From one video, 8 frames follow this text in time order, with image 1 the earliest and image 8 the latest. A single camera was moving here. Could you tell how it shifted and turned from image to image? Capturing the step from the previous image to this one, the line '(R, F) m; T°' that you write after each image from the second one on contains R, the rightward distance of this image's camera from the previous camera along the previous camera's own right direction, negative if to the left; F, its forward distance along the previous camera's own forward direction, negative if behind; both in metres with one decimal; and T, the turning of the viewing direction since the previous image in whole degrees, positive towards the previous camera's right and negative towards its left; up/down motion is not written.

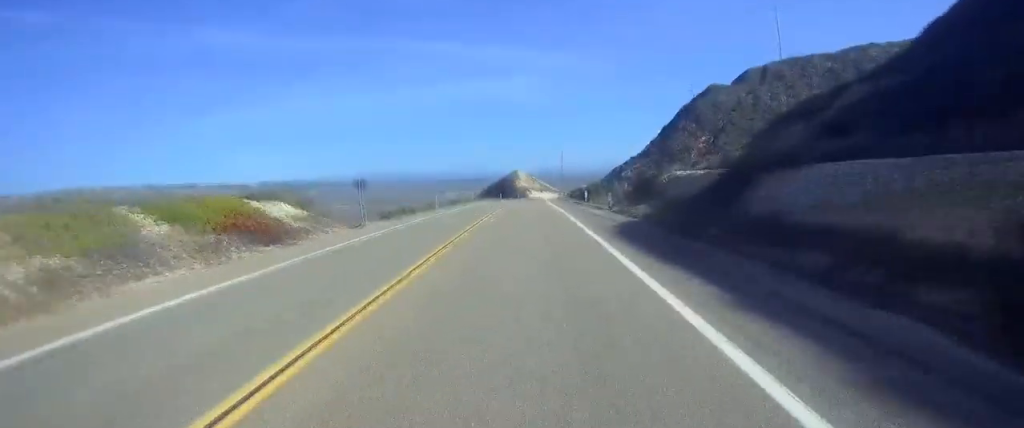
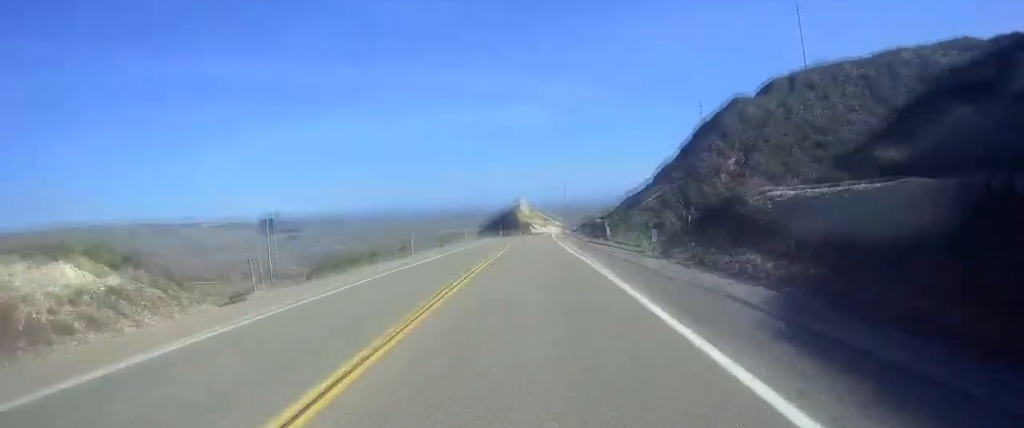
(+0.1, +14.6) m; 0°
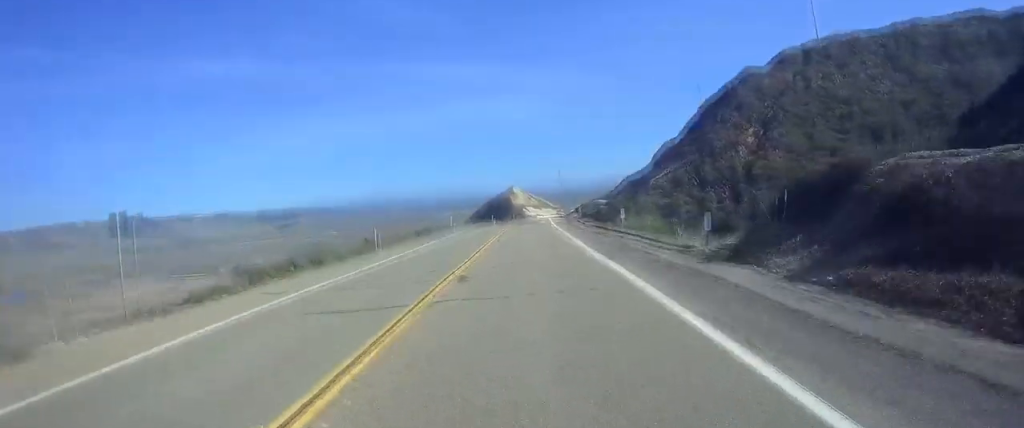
(+0.1, +9.6) m; 0°
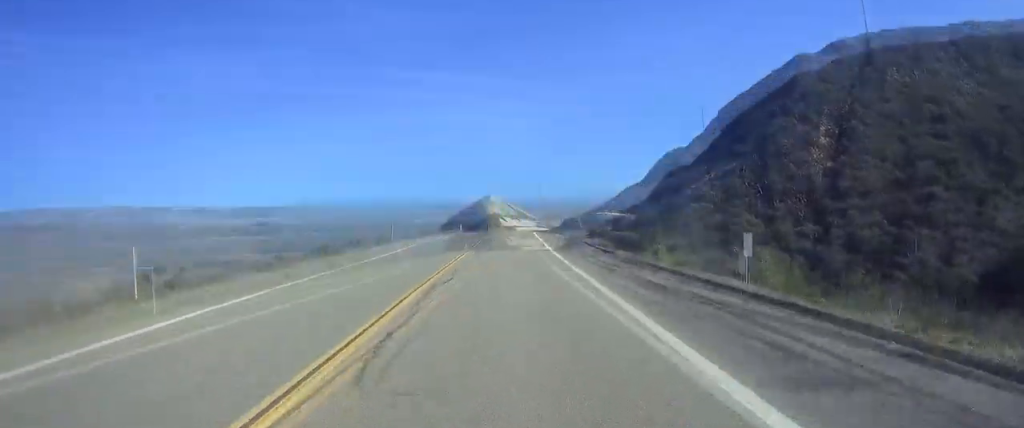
(-0.1, +22.9) m; 0°
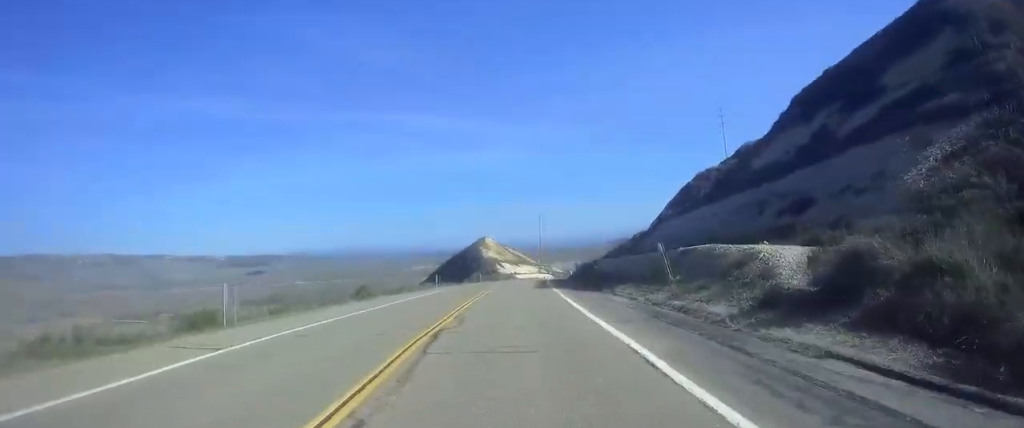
(0.0, +30.5) m; 0°
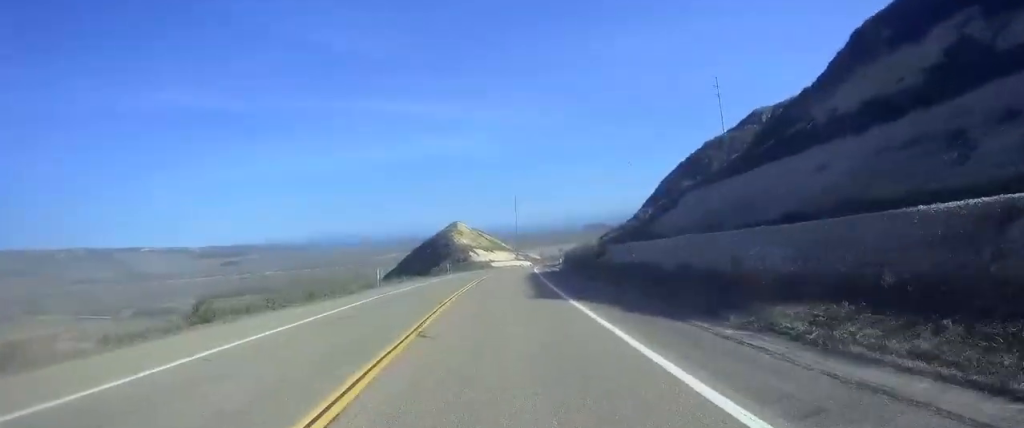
(0.0, +20.4) m; 0°
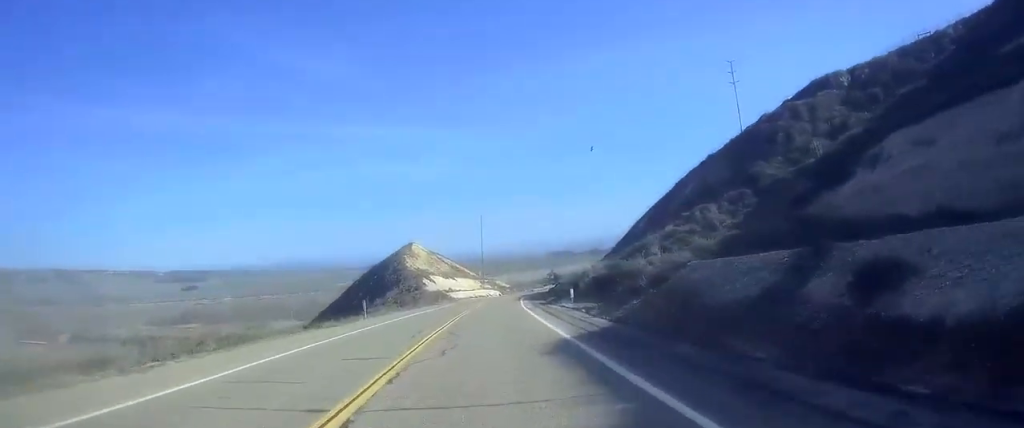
(+0.5, +39.0) m; +2°
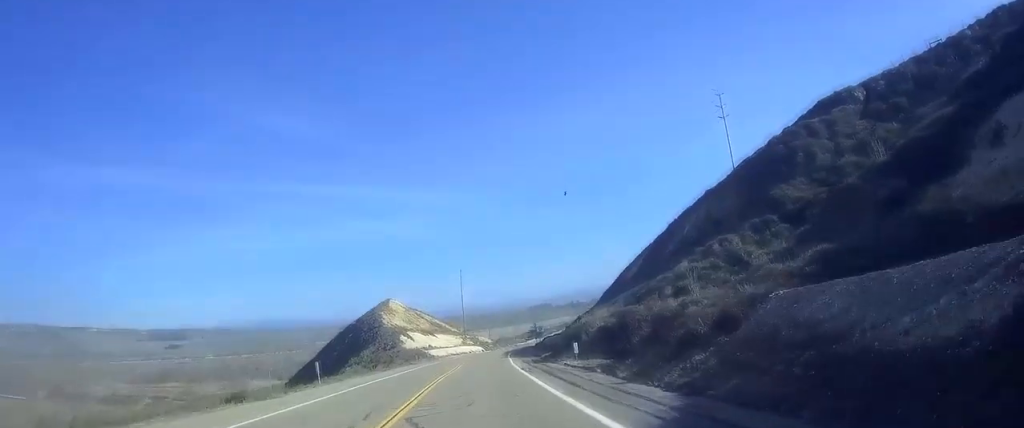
(0.0, +9.3) m; 0°
